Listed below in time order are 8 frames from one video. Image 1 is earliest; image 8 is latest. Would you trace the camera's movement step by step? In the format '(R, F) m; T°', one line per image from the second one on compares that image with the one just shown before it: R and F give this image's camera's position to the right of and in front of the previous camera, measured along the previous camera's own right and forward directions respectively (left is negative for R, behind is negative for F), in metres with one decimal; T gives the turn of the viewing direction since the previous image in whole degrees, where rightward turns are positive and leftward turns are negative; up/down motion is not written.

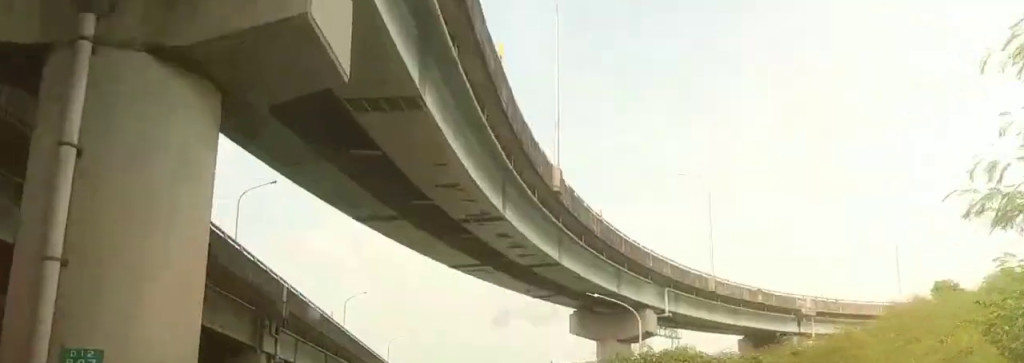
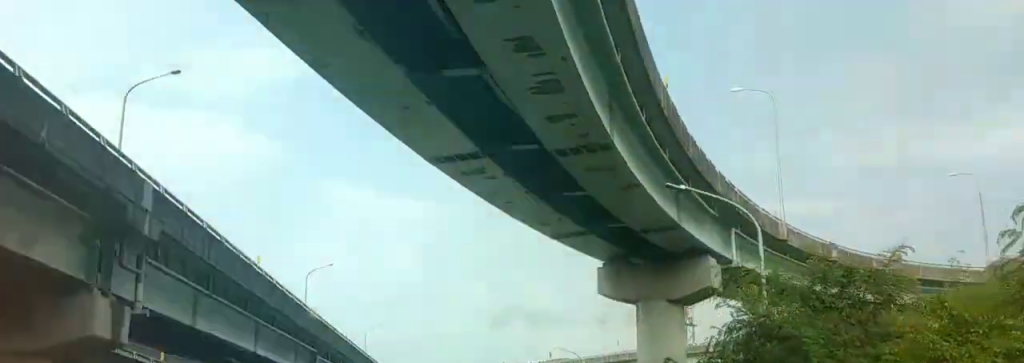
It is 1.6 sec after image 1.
(+0.7, +17.3) m; +5°
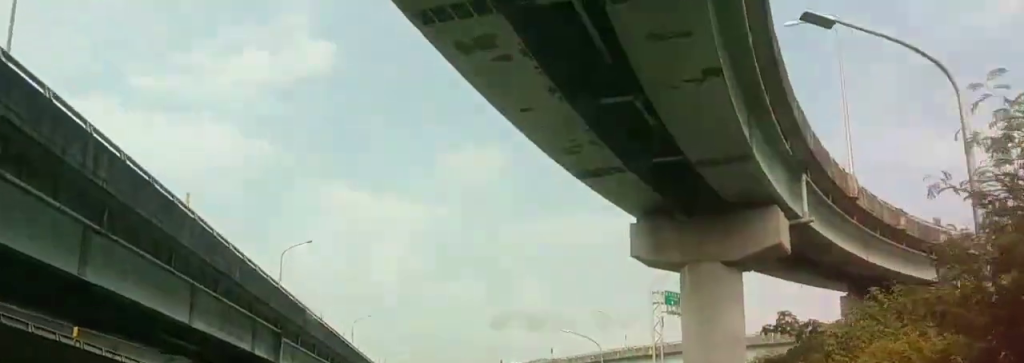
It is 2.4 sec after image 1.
(+0.2, +9.5) m; 0°
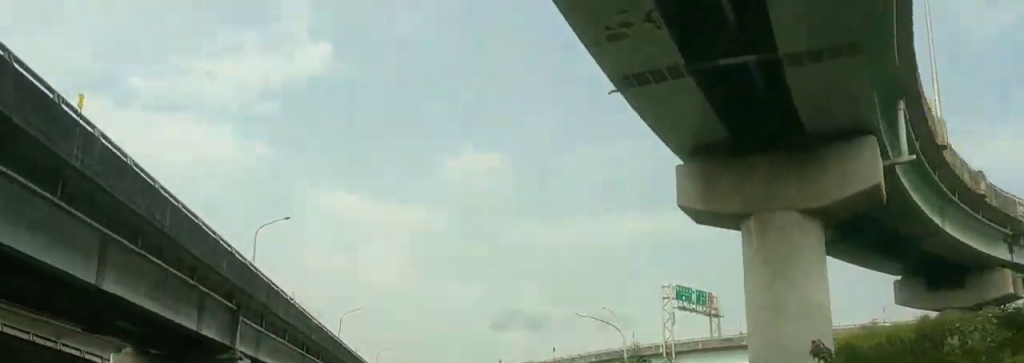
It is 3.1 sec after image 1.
(0.0, +7.4) m; -1°
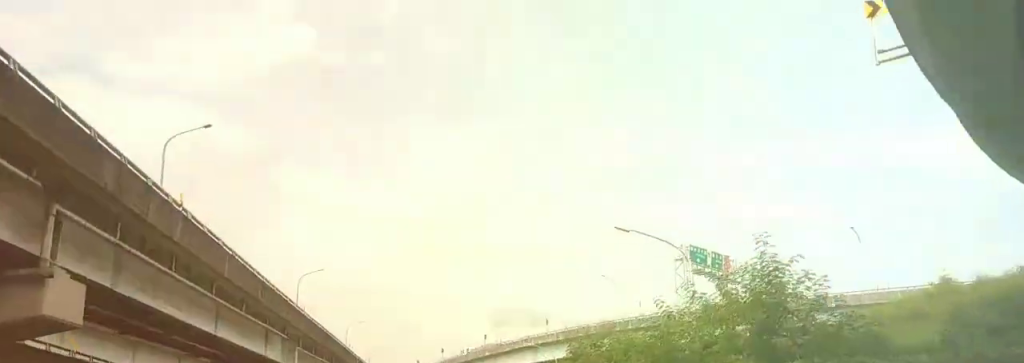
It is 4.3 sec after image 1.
(-0.4, +13.9) m; -1°
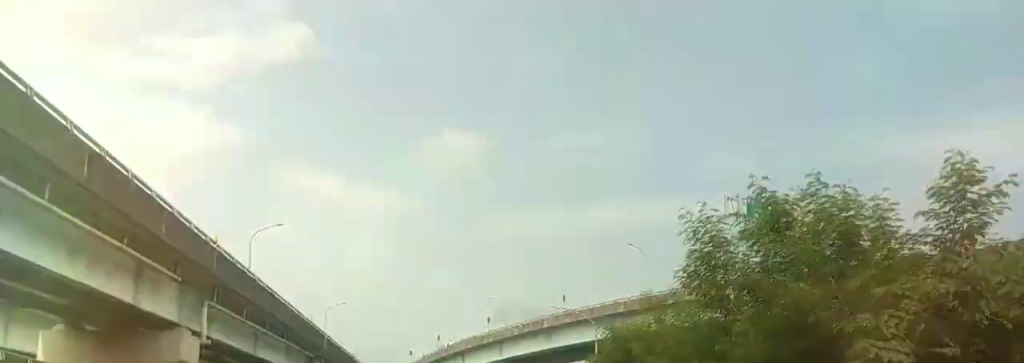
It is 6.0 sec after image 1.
(+0.5, +18.7) m; +3°
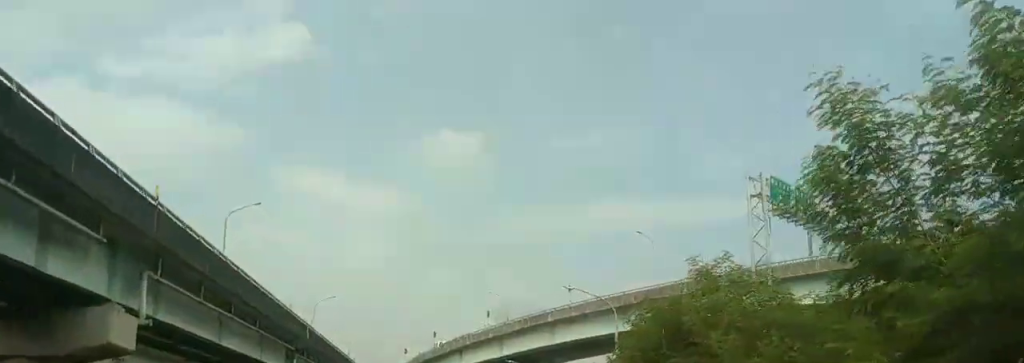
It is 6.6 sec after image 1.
(0.0, +6.4) m; -1°
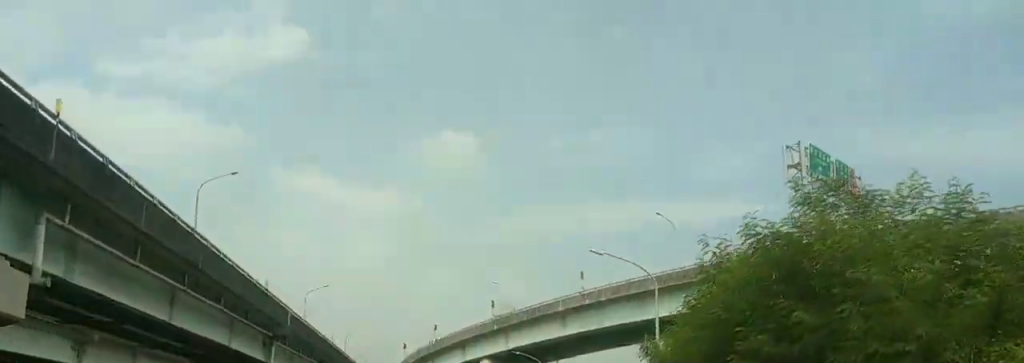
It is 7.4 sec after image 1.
(-0.1, +7.1) m; 0°
